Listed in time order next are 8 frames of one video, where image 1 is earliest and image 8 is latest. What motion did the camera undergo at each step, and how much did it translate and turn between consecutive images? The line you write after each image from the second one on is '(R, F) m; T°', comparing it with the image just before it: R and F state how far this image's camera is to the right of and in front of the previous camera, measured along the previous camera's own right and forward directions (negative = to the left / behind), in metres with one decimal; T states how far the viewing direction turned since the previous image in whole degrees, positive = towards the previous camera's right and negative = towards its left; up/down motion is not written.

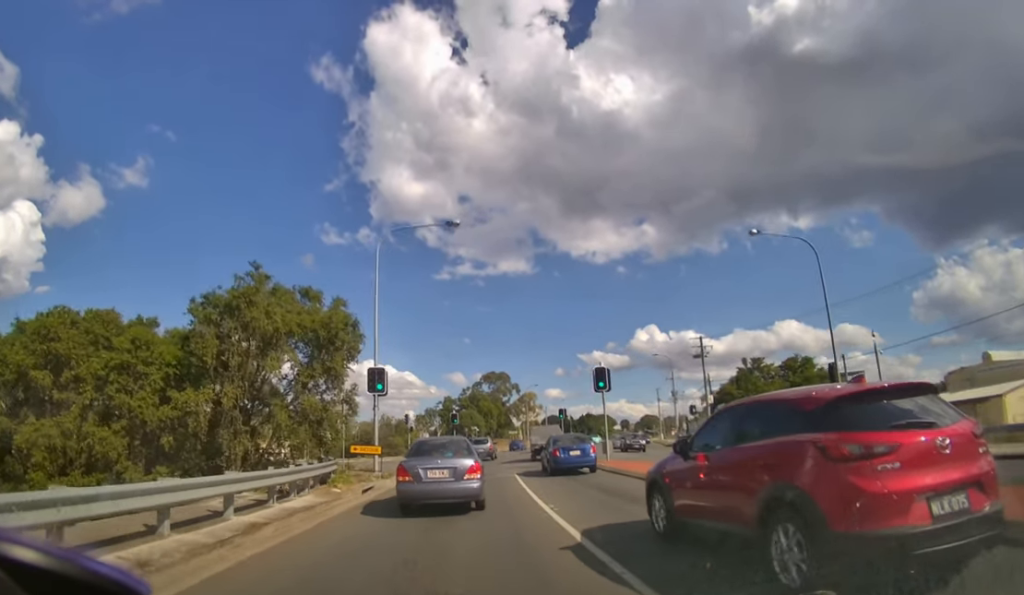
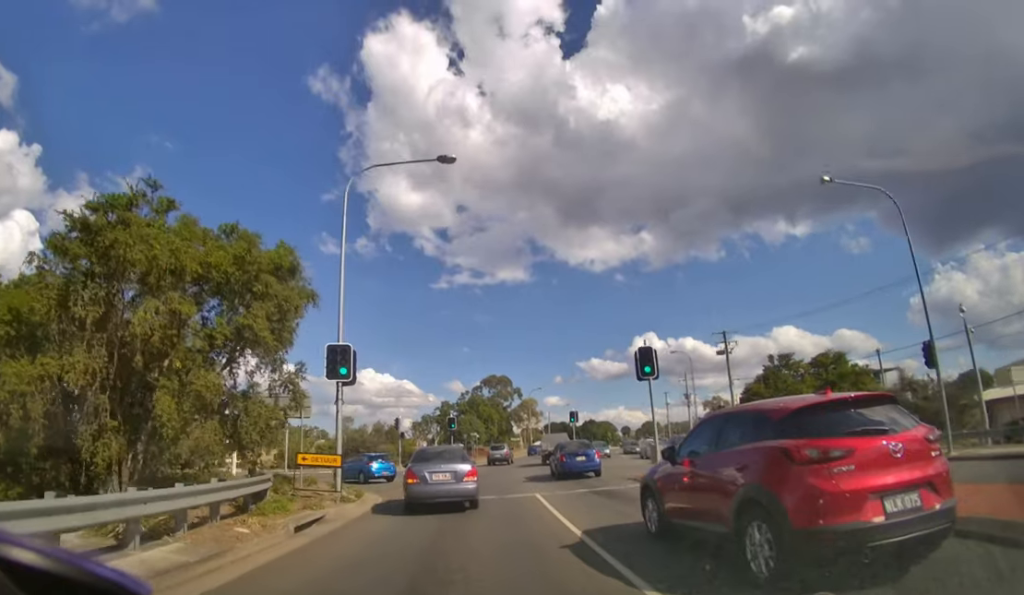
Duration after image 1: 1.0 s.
(0.0, +6.5) m; 0°
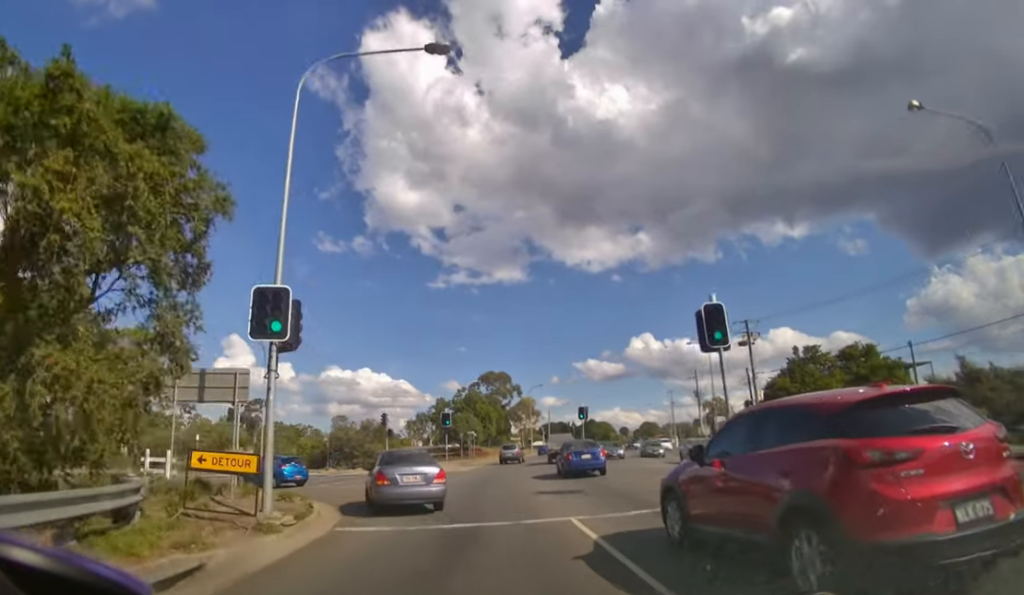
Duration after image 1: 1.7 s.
(0.0, +5.3) m; +1°
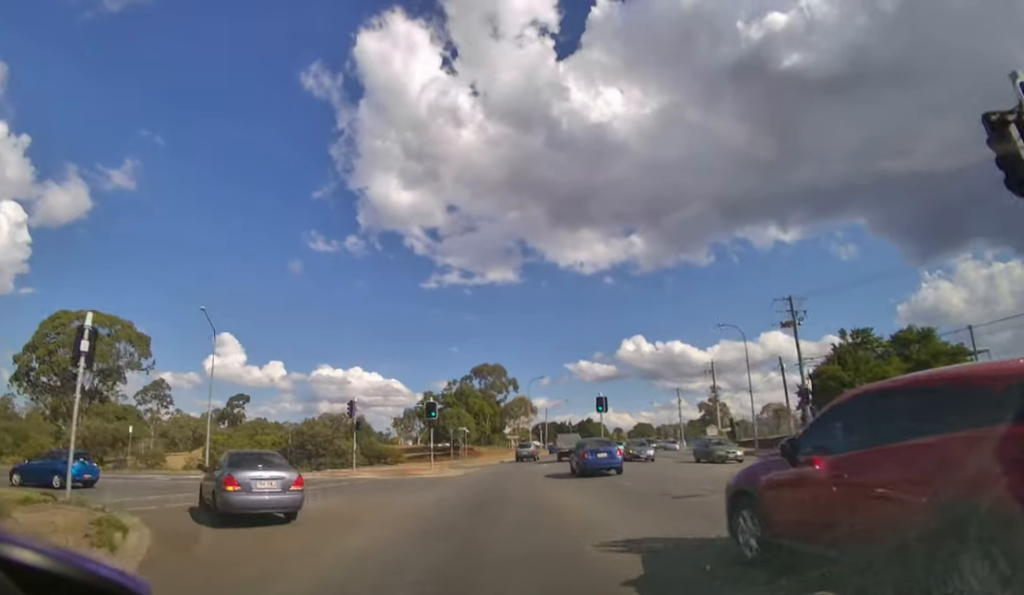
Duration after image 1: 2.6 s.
(+0.1, +8.3) m; +2°
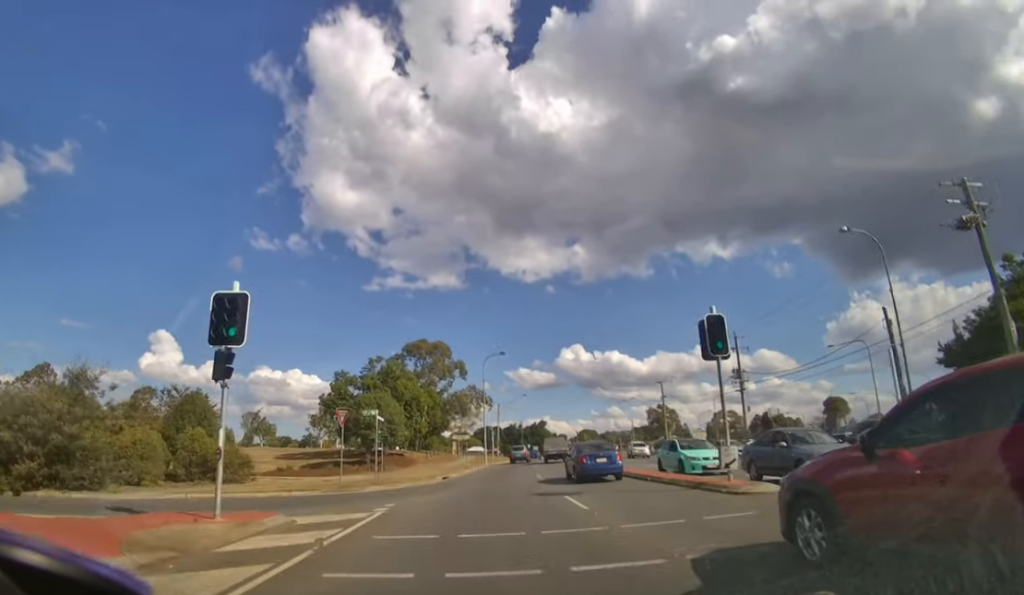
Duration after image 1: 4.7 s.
(+0.9, +21.2) m; +5°
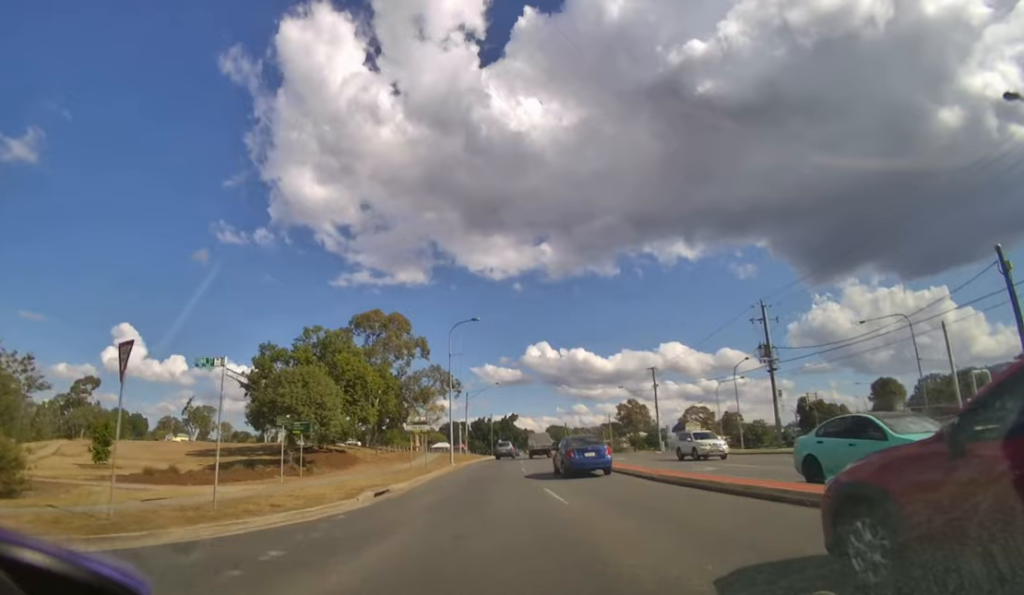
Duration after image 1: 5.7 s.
(+0.3, +9.9) m; +3°
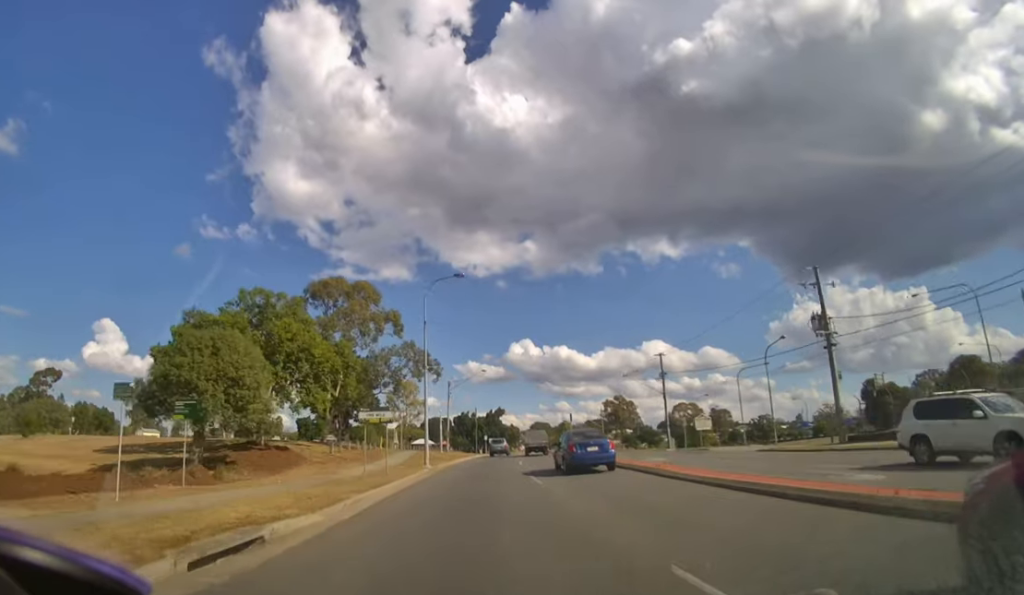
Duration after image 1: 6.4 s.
(+0.2, +7.4) m; +2°
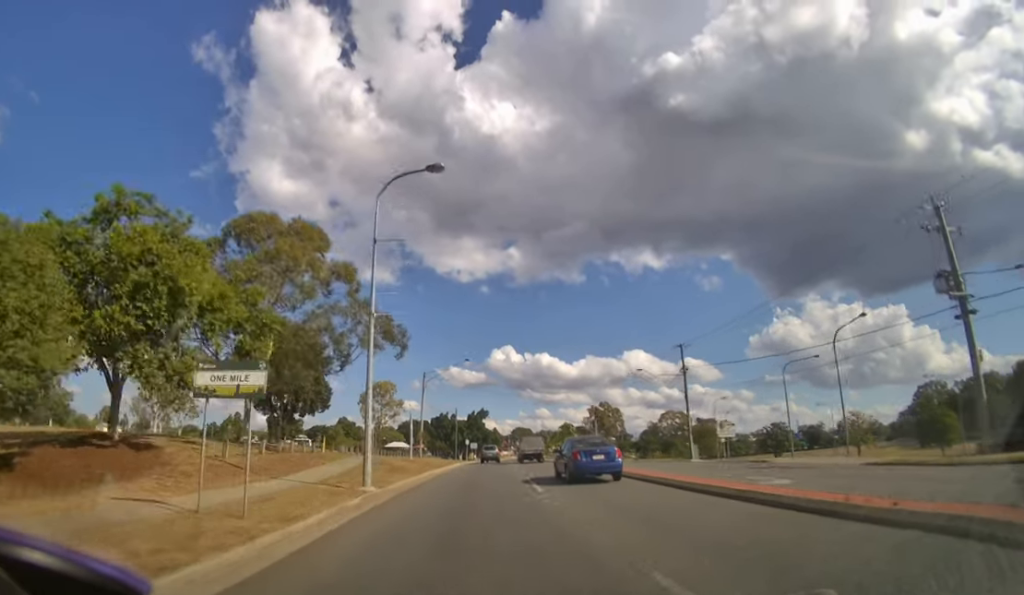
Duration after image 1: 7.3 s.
(+0.2, +10.9) m; +2°
